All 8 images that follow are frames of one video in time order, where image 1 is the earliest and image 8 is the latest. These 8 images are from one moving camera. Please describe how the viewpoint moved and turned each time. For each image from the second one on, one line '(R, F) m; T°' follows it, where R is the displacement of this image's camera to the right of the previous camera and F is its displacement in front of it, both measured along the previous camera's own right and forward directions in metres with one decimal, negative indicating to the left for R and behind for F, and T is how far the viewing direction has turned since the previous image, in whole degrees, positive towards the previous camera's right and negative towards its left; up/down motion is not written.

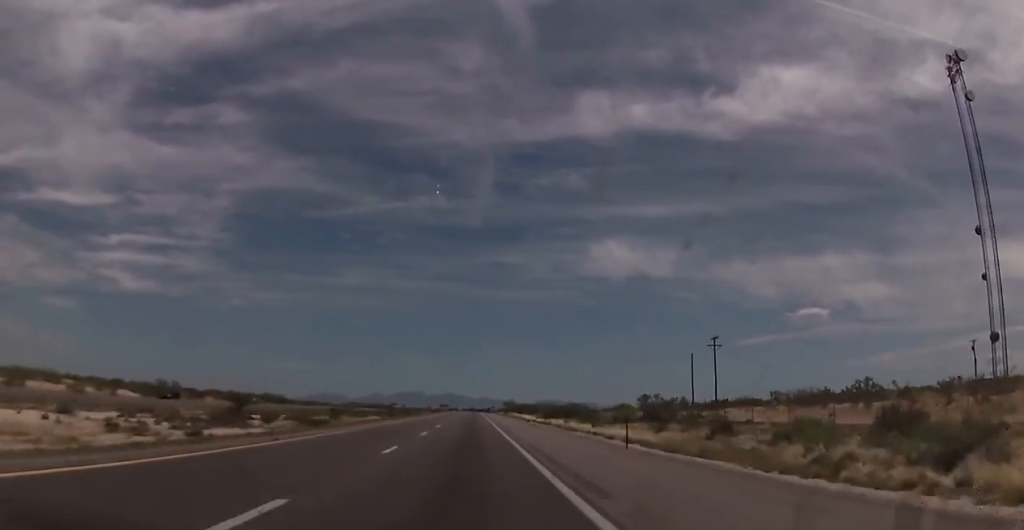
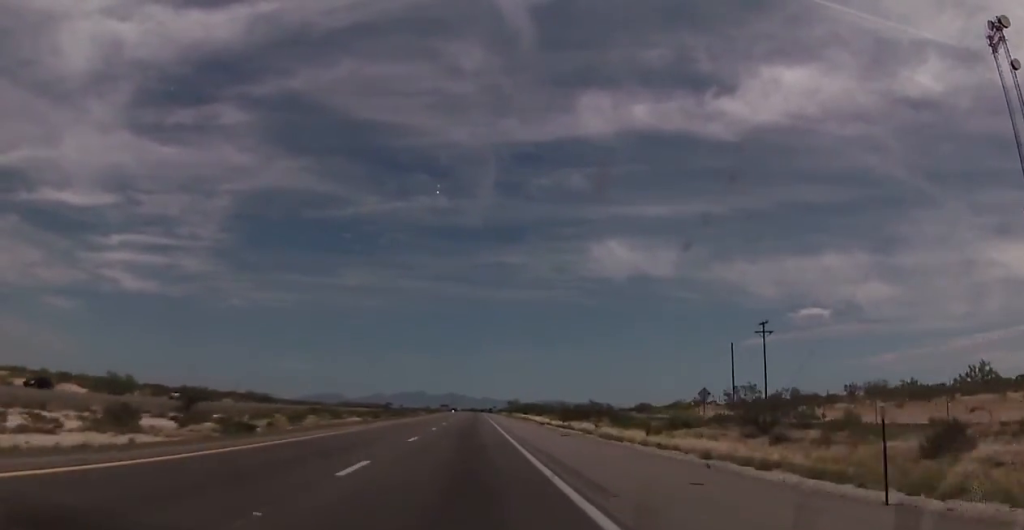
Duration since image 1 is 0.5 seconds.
(-0.3, +18.0) m; 0°
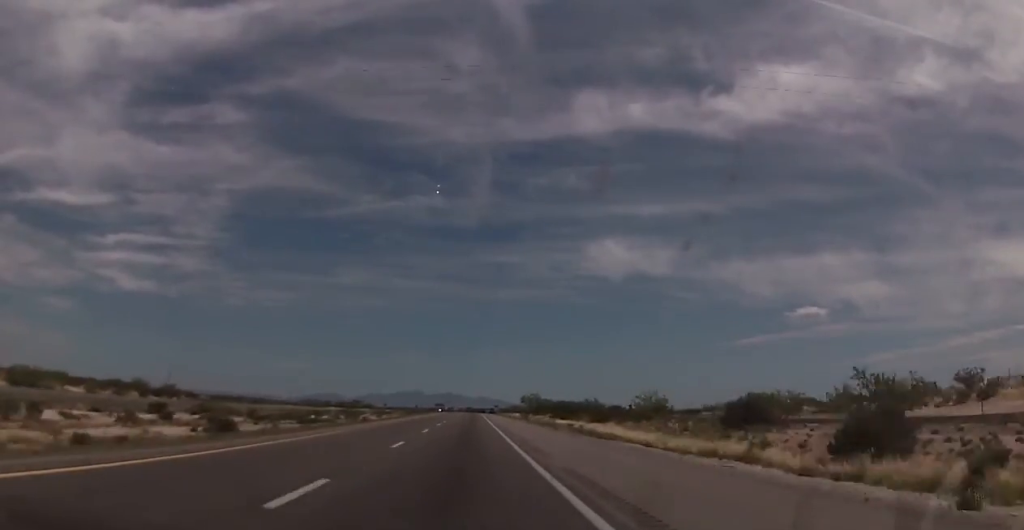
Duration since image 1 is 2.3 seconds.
(+0.1, +65.0) m; 0°
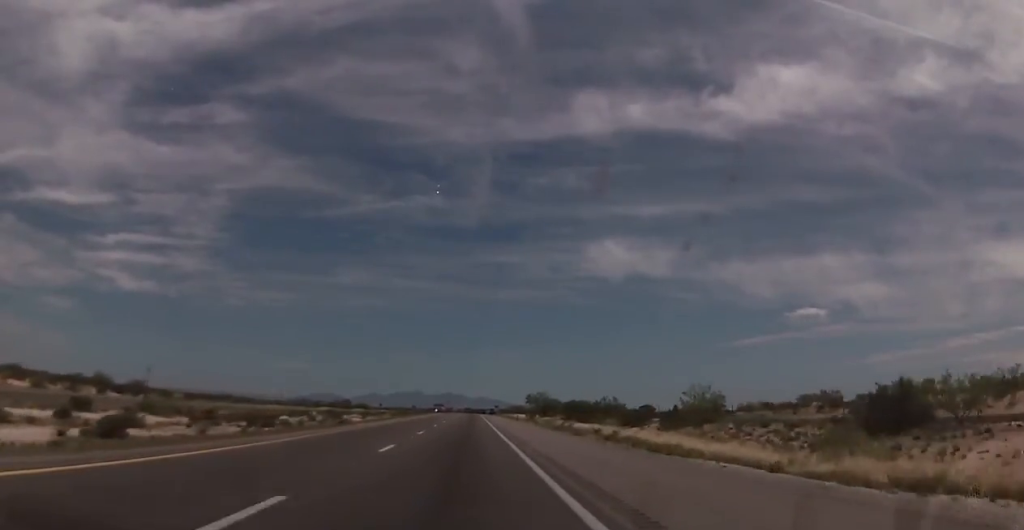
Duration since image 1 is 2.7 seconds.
(-0.2, +14.4) m; 0°
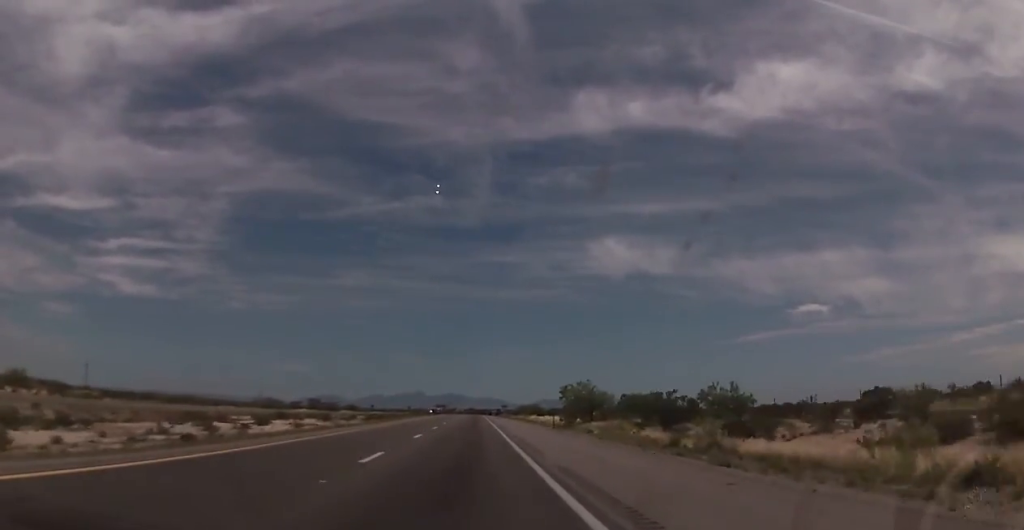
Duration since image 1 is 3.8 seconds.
(+0.4, +39.8) m; +1°
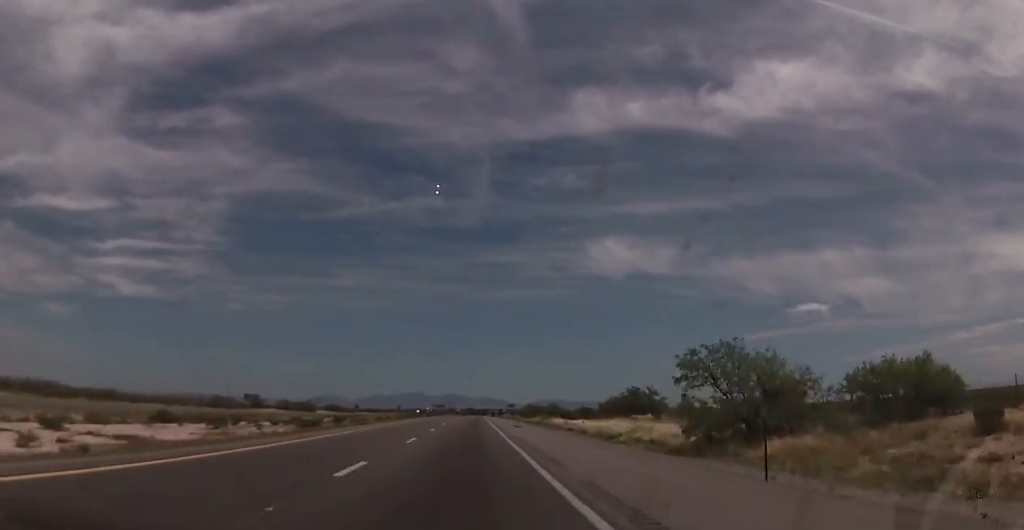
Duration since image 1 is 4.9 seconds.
(+0.2, +39.9) m; -1°
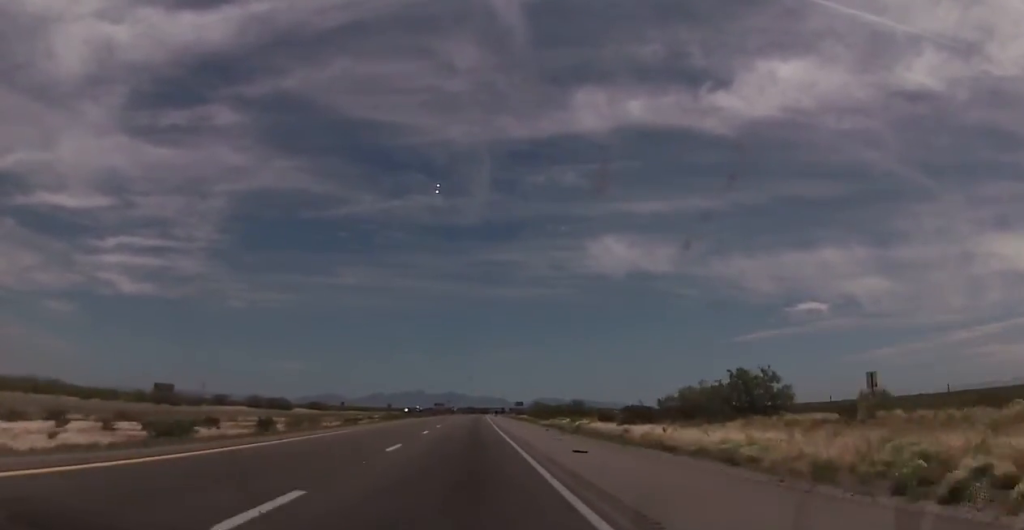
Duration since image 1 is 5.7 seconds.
(-0.5, +30.1) m; 0°
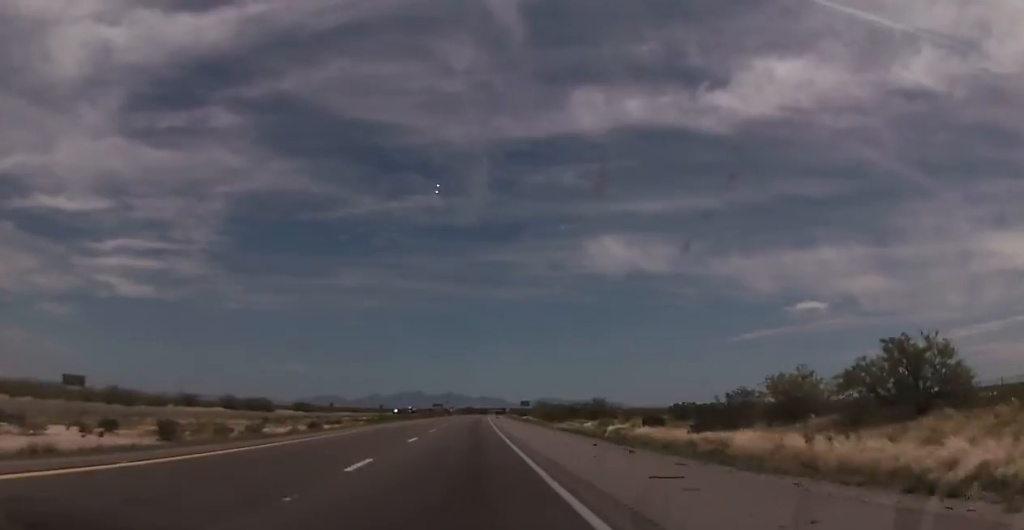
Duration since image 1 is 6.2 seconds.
(+0.1, +18.0) m; 0°
